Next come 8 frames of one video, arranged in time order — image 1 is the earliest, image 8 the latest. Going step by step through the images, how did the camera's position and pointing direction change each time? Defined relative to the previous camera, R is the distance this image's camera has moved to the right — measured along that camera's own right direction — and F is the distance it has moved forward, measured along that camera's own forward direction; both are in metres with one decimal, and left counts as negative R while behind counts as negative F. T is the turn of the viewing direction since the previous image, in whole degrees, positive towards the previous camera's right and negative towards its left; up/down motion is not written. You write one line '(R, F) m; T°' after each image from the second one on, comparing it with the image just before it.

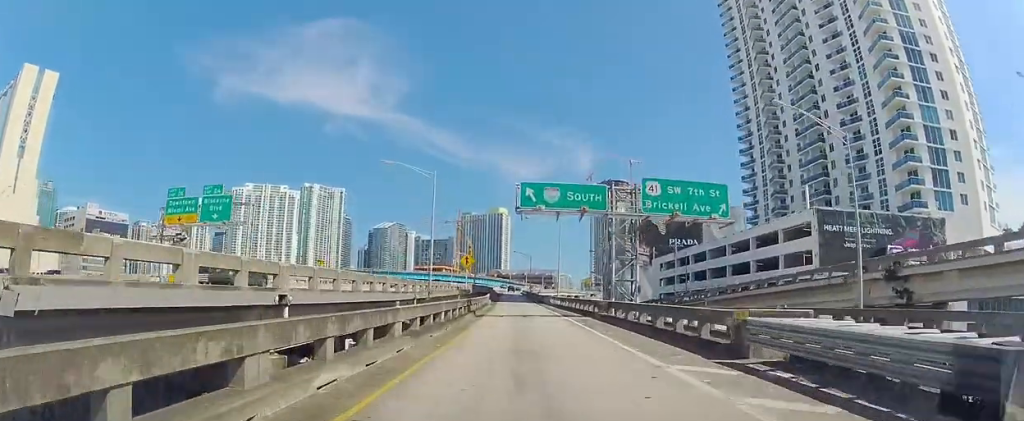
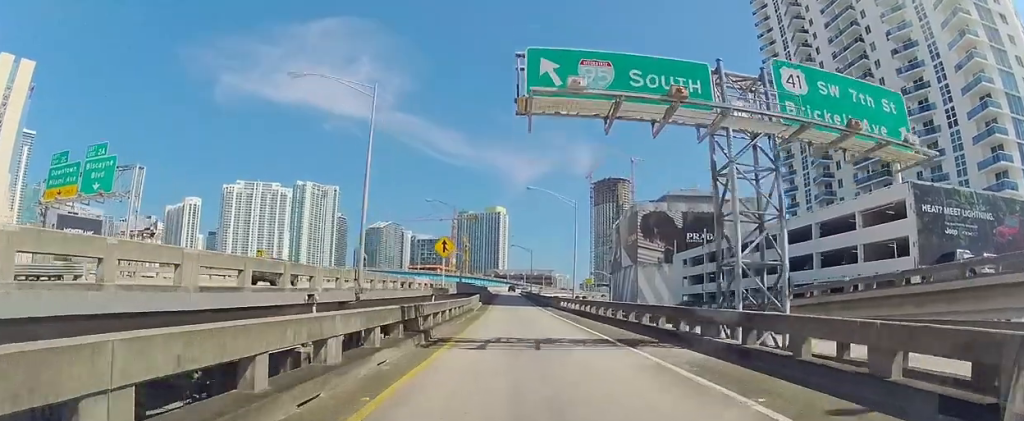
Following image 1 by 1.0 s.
(-0.3, +17.6) m; 0°
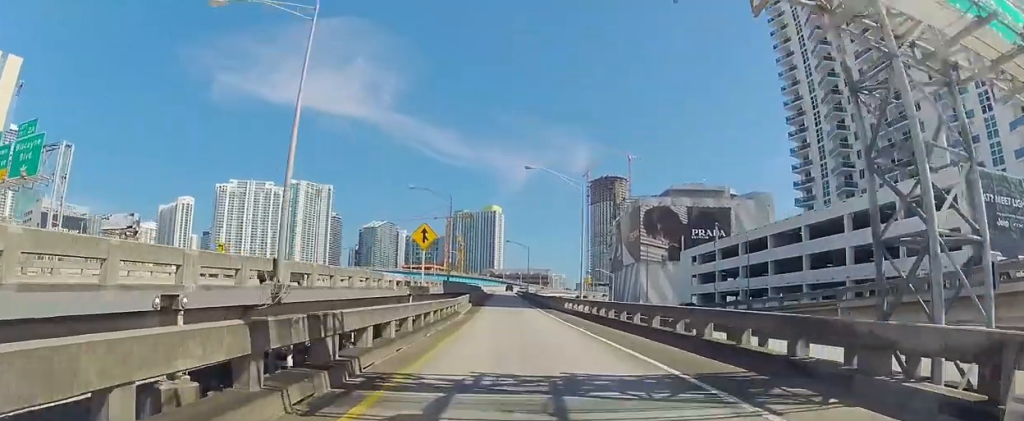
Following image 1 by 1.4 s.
(-0.1, +7.3) m; +1°
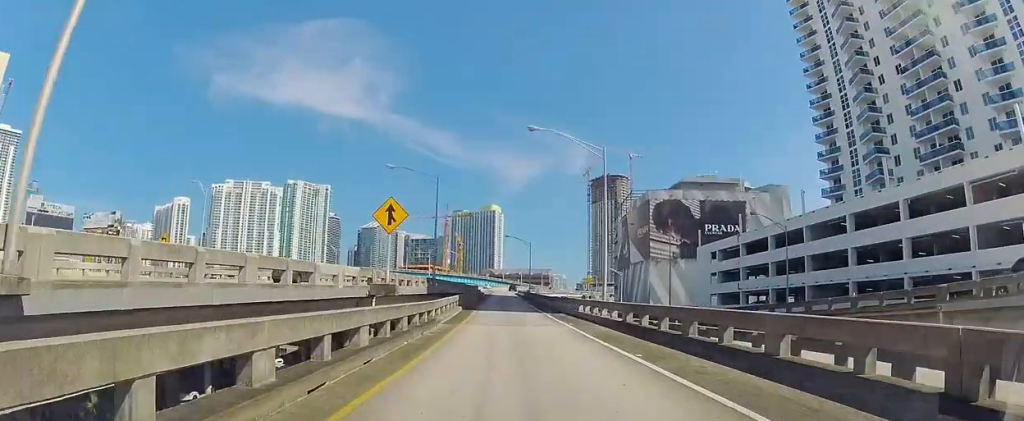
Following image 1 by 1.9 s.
(0.0, +9.2) m; +1°
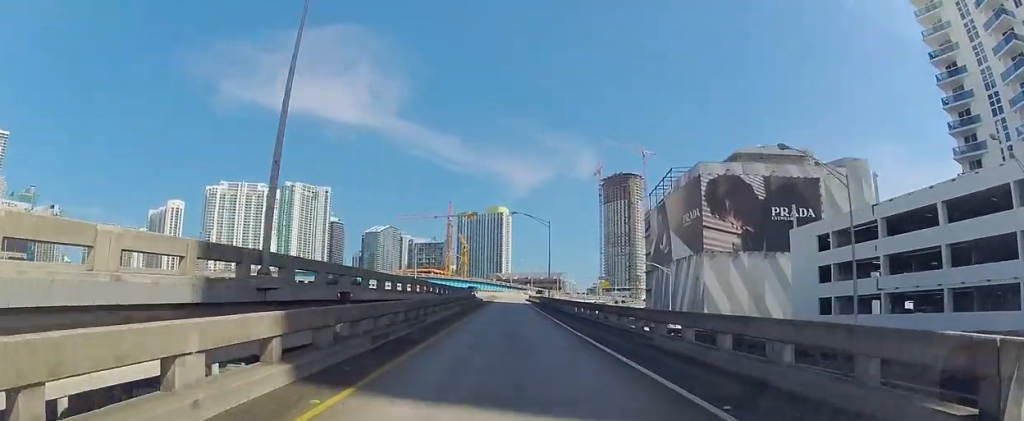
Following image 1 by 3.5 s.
(+0.4, +30.1) m; 0°
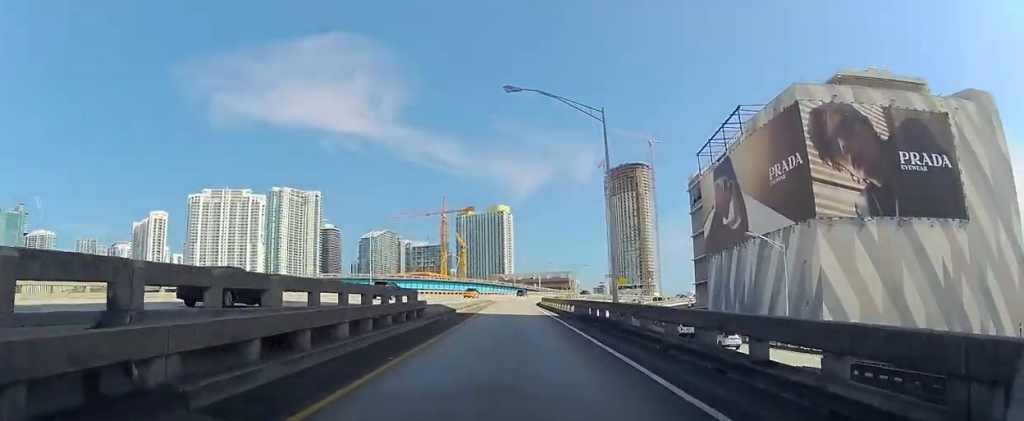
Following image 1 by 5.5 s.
(-0.1, +35.9) m; -1°
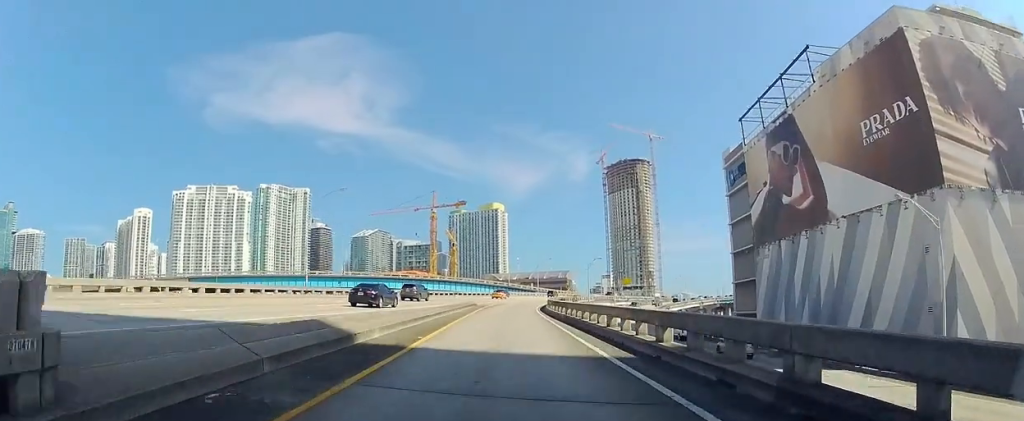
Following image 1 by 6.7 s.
(-0.3, +21.7) m; -1°
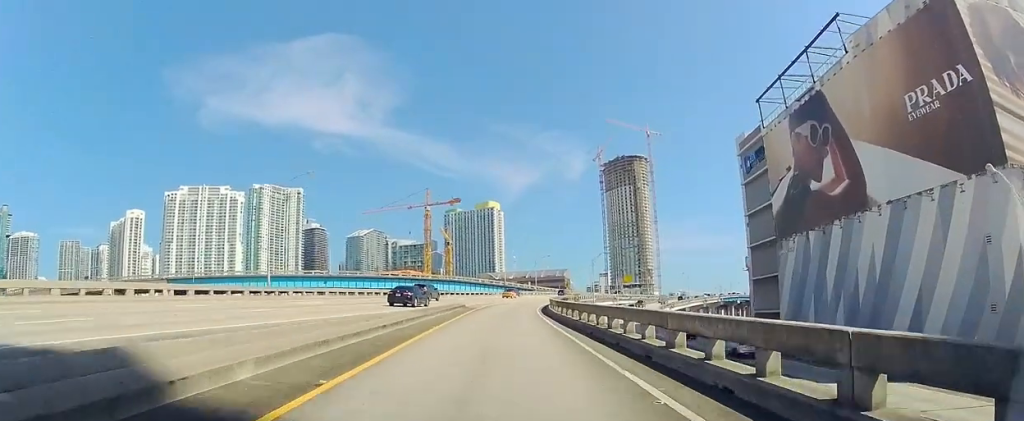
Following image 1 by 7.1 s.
(0.0, +7.8) m; +2°
